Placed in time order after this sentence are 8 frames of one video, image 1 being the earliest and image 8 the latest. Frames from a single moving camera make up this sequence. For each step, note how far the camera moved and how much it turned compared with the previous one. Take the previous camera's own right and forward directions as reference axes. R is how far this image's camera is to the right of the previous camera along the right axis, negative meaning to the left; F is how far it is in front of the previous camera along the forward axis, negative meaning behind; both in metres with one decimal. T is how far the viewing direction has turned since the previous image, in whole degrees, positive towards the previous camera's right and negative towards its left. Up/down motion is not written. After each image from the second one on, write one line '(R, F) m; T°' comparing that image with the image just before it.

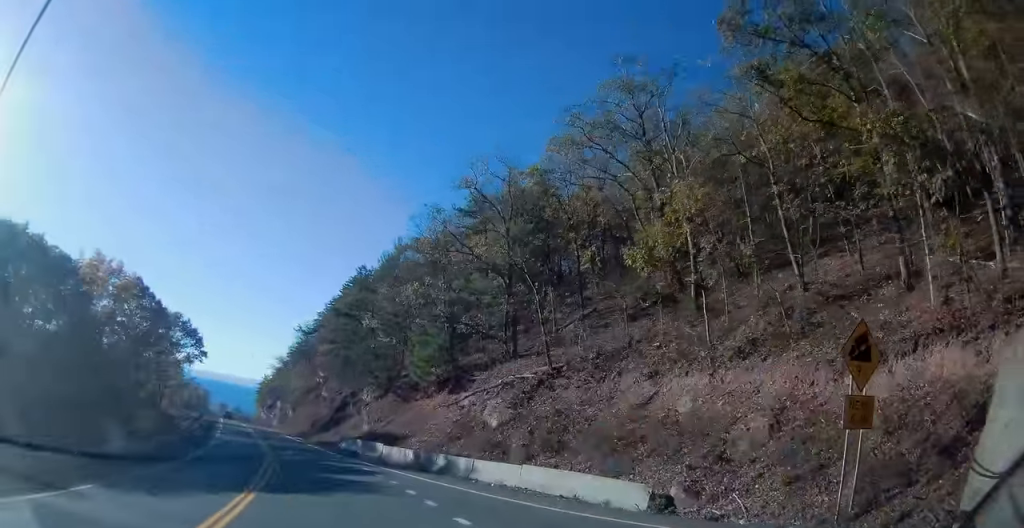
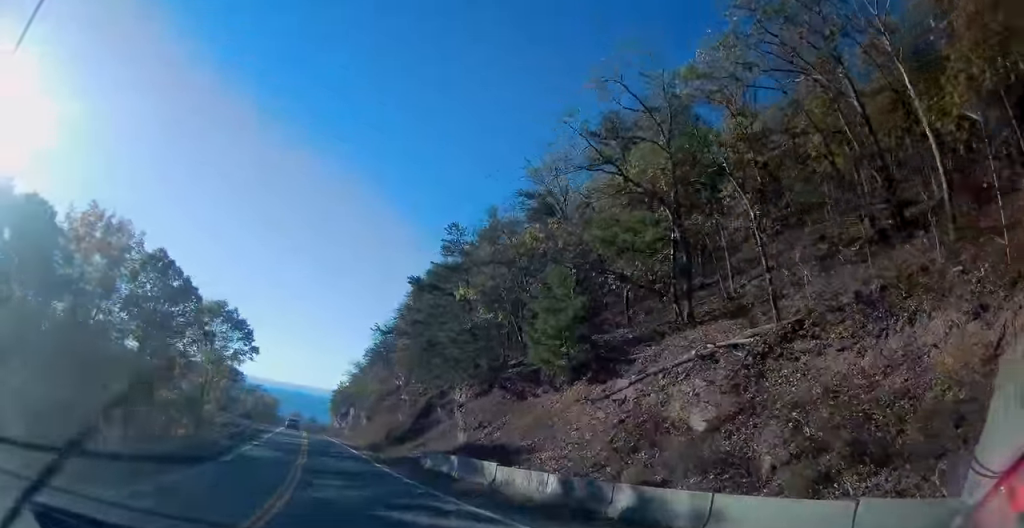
(-1.3, +13.9) m; -11°
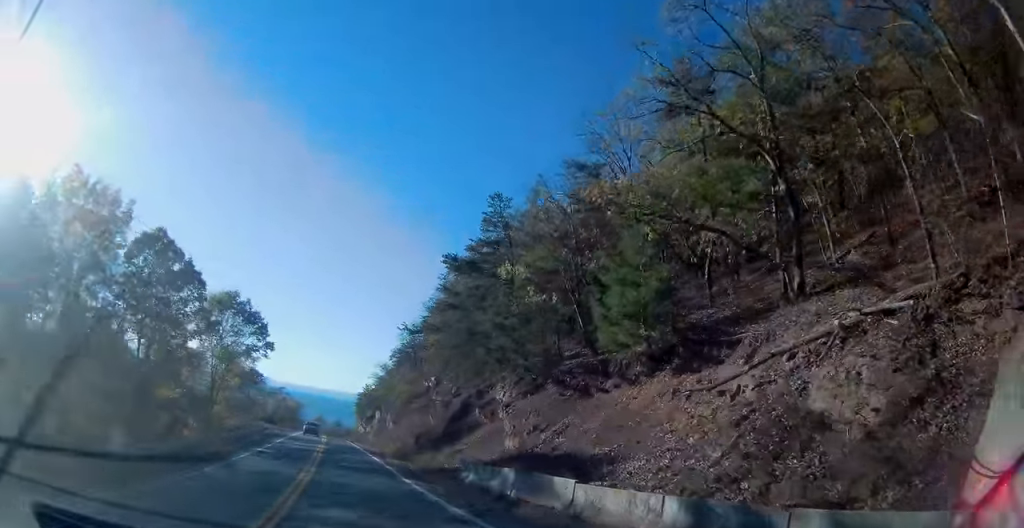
(0.0, +6.2) m; -5°
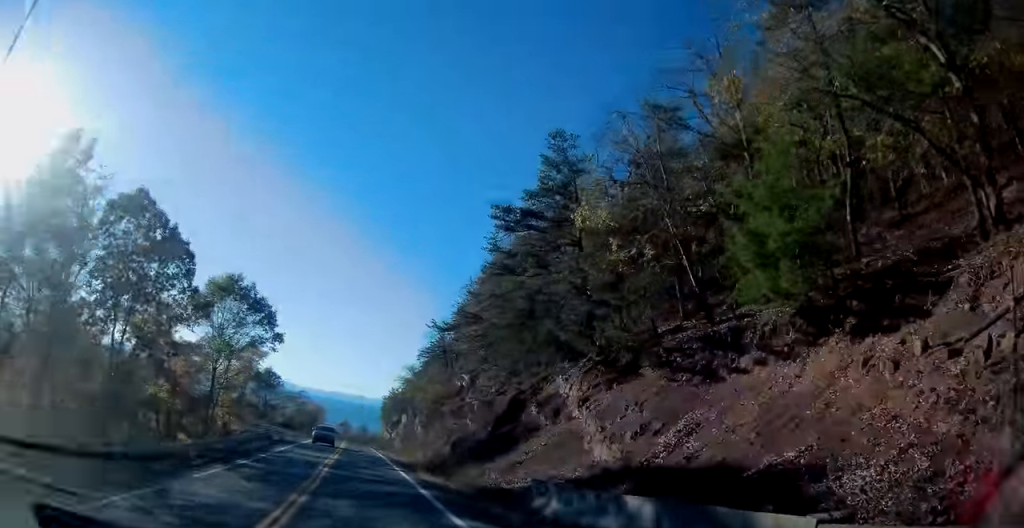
(-0.7, +8.7) m; -3°
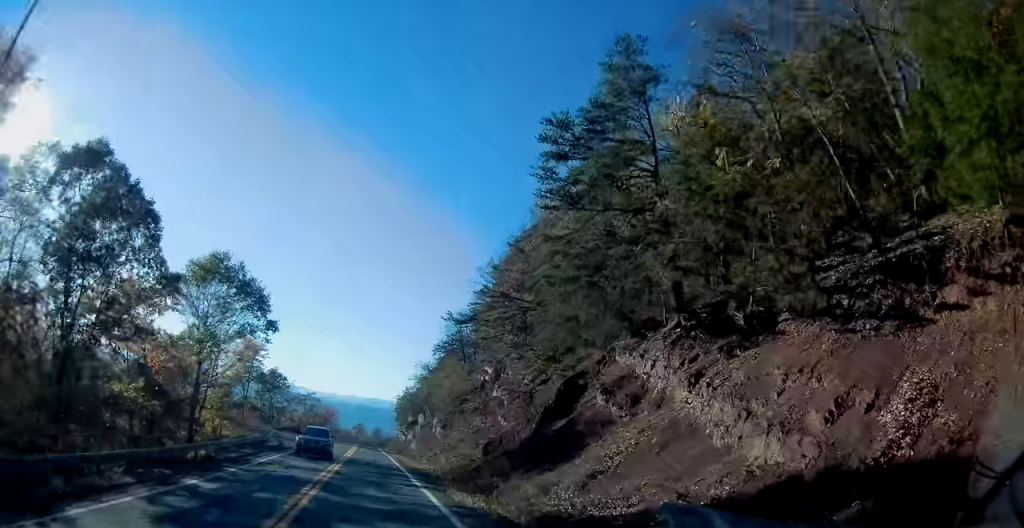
(-0.2, +7.9) m; -2°
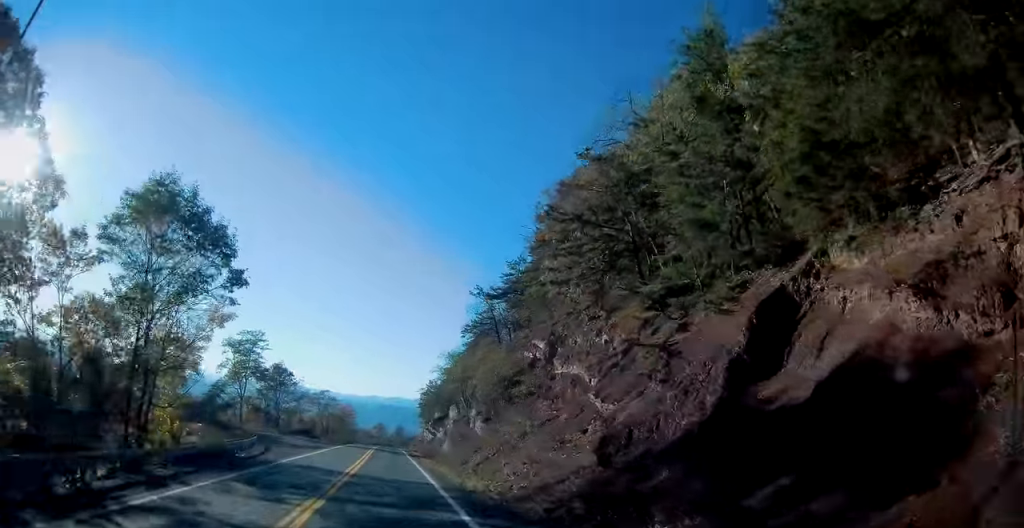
(0.0, +14.9) m; -1°
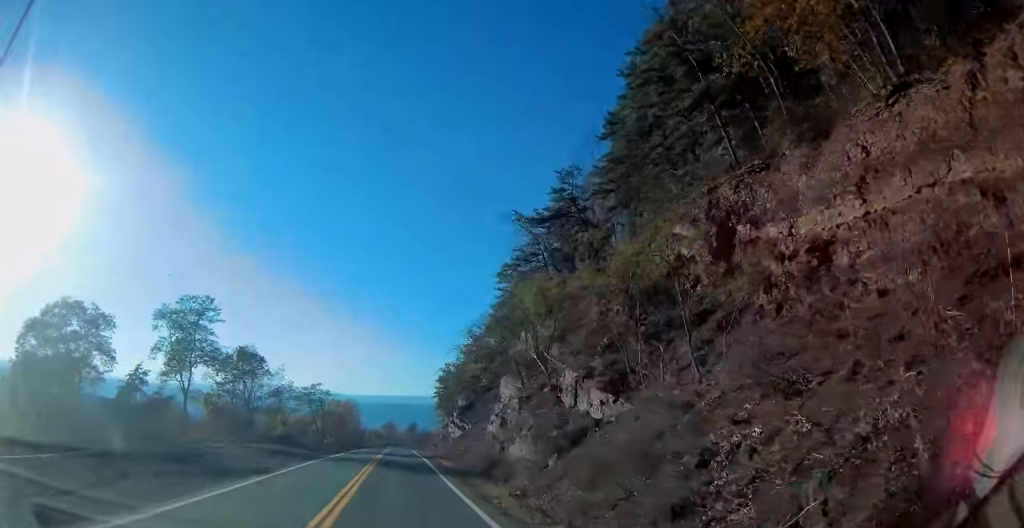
(-0.4, +27.4) m; -2°
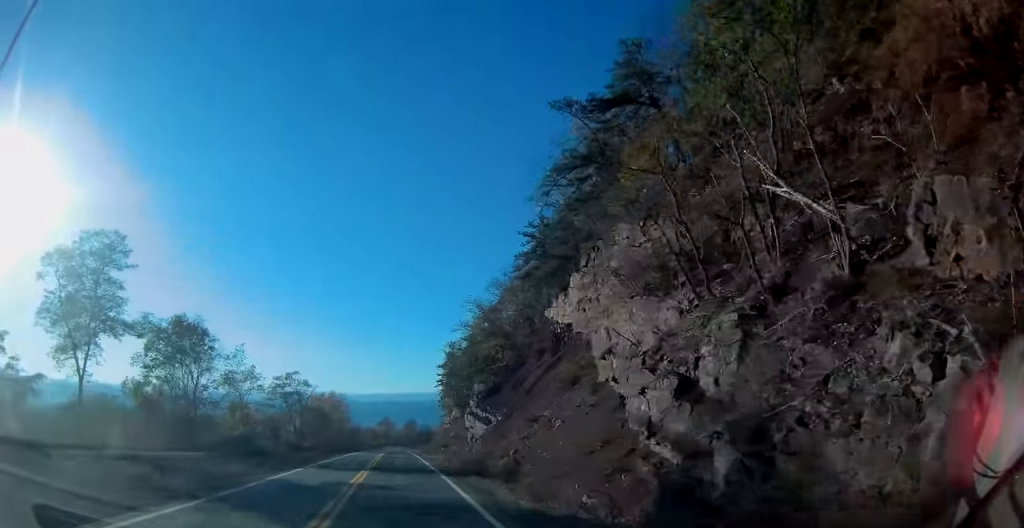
(-0.2, +21.4) m; 0°
